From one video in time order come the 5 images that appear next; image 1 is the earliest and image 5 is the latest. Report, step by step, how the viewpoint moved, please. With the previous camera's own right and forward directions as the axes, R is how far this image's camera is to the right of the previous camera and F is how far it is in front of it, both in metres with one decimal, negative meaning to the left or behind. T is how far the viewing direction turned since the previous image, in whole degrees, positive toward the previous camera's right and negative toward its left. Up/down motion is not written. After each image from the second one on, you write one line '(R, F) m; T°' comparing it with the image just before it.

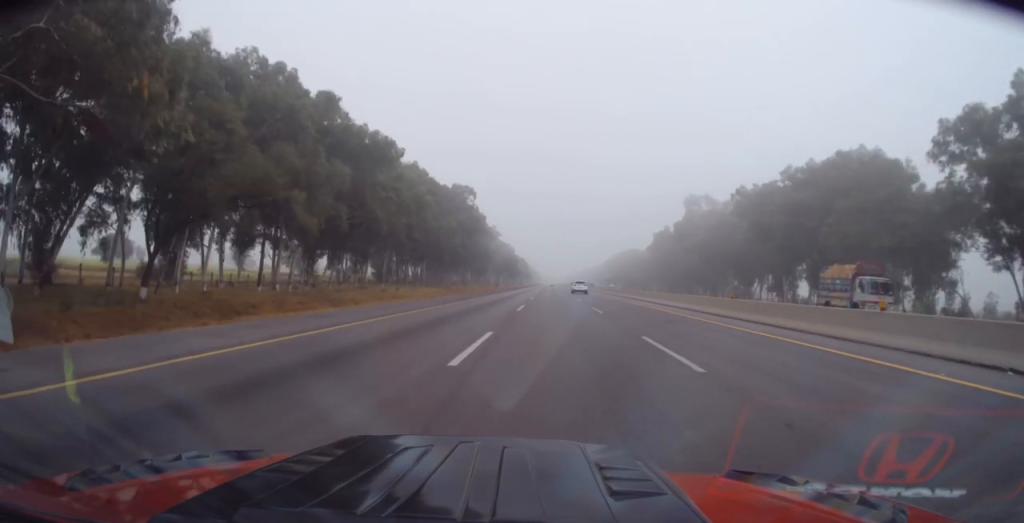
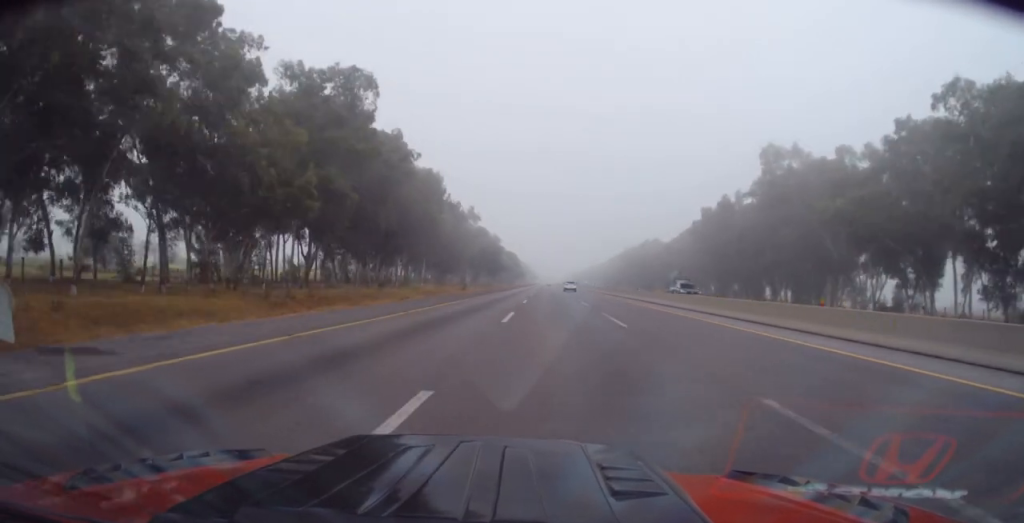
(-1.2, +61.8) m; 0°
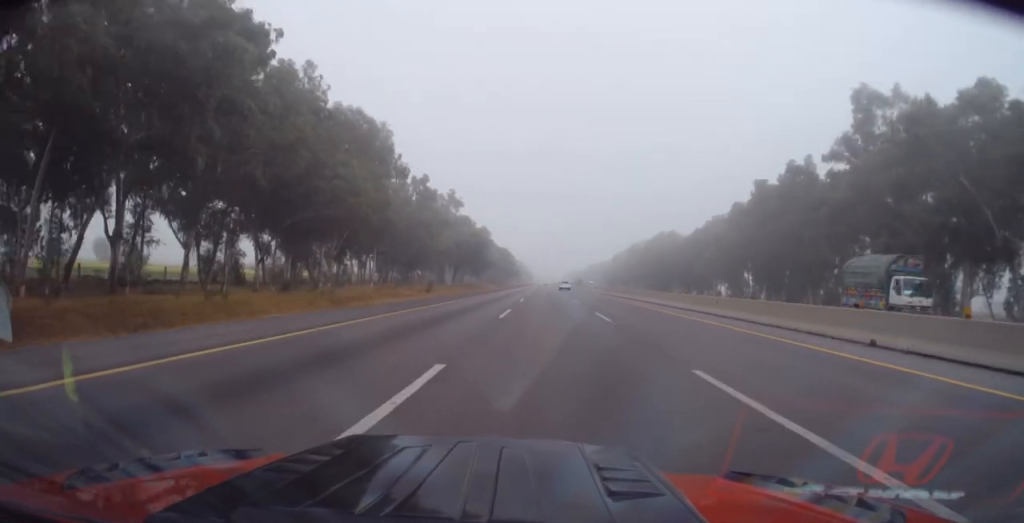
(+0.5, +33.5) m; 0°
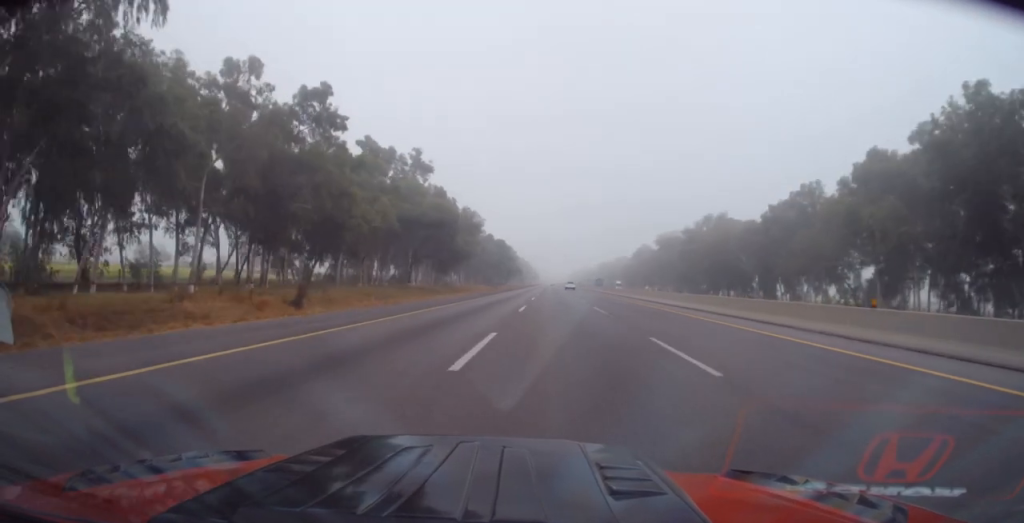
(-0.7, +47.9) m; 0°
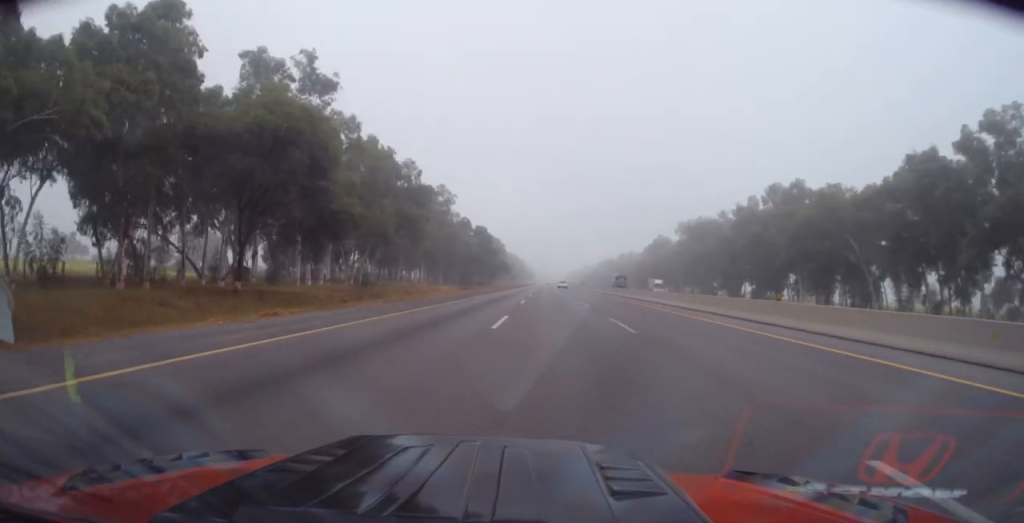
(+0.6, +46.3) m; 0°
